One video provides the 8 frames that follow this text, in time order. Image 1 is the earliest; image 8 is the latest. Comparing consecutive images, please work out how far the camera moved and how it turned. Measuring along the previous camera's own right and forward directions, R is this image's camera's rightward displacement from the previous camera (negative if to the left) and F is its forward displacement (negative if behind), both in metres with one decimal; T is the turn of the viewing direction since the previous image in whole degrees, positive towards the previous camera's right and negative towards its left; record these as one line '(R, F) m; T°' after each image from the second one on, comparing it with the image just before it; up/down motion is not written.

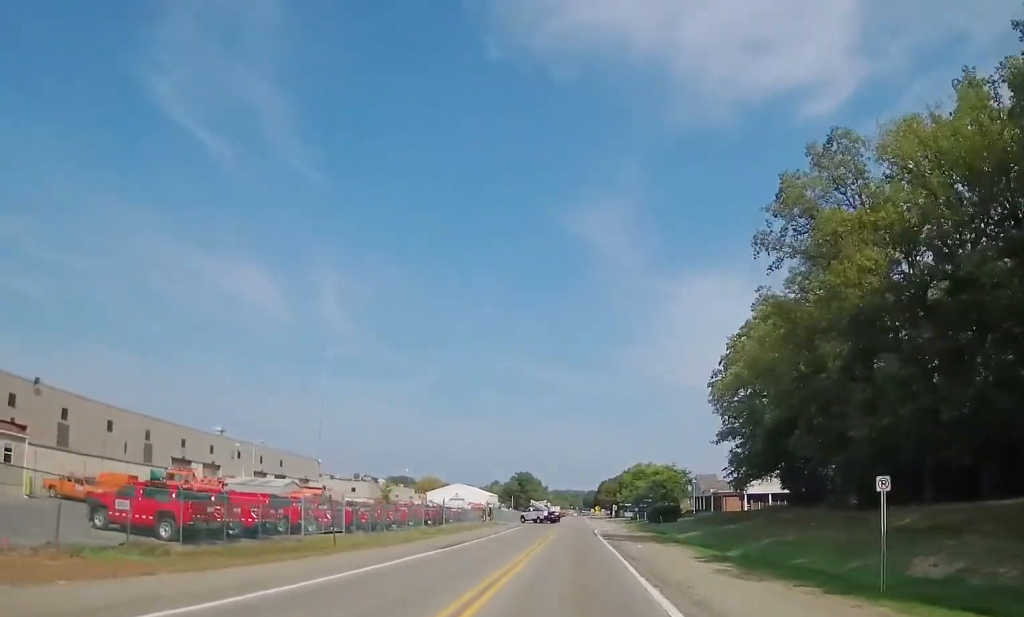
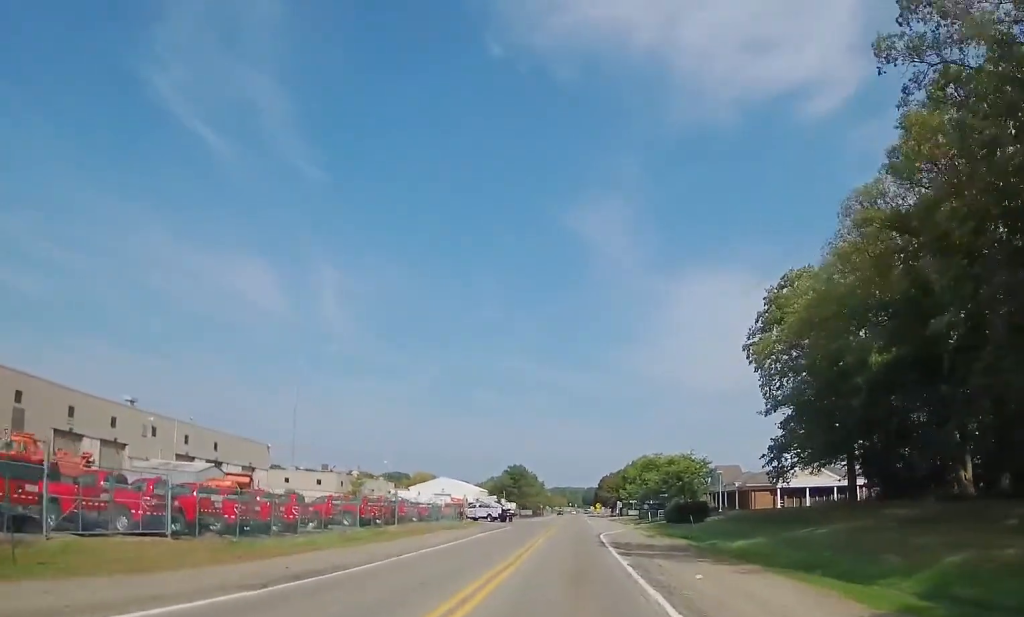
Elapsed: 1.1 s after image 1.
(+0.3, +17.3) m; 0°
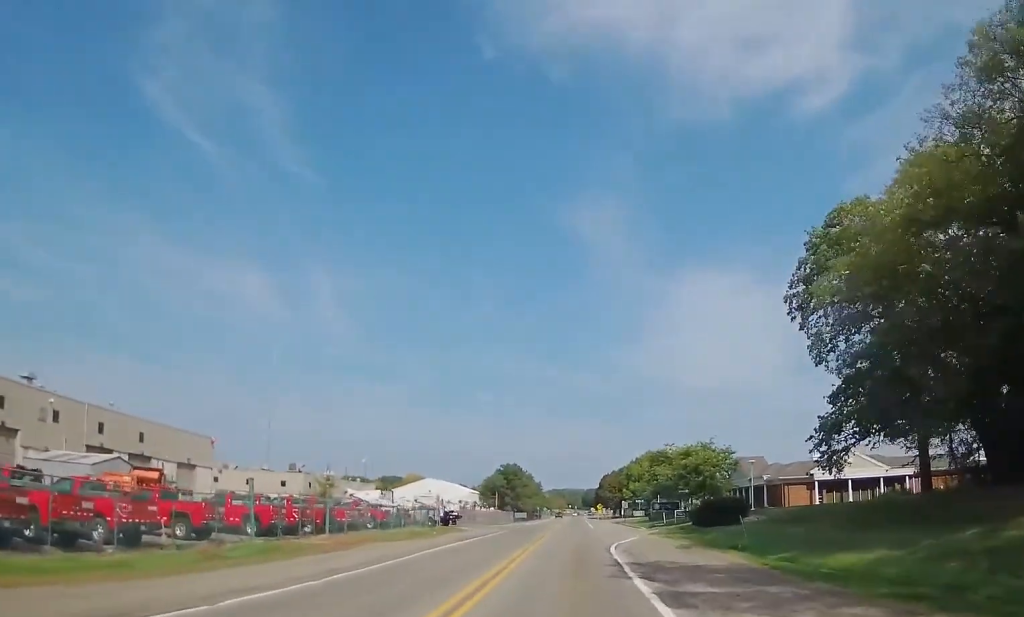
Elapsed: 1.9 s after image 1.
(-0.2, +13.9) m; 0°
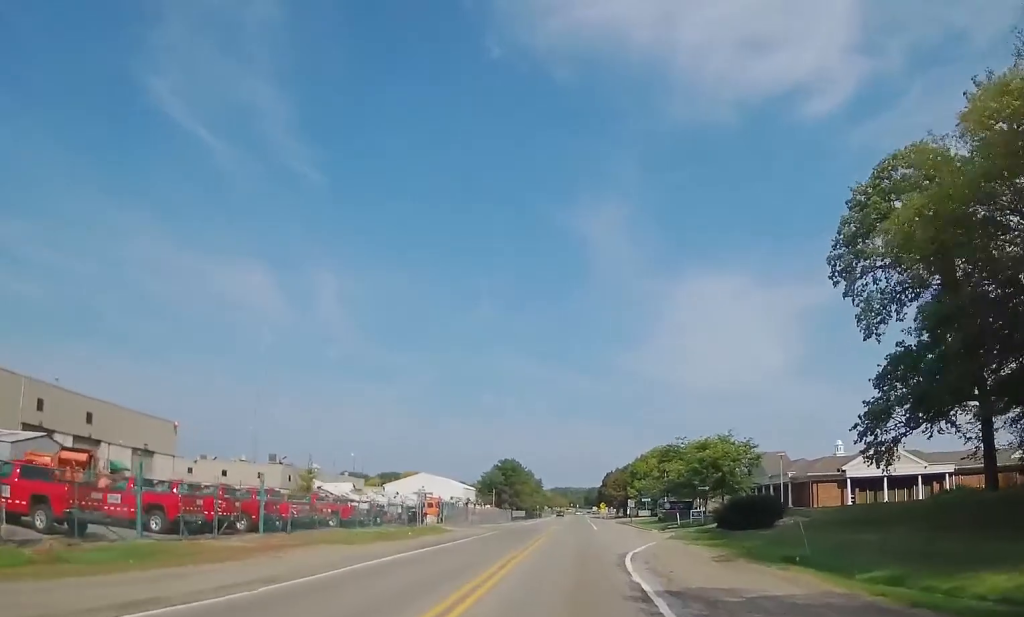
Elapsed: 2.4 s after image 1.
(-0.1, +8.1) m; 0°
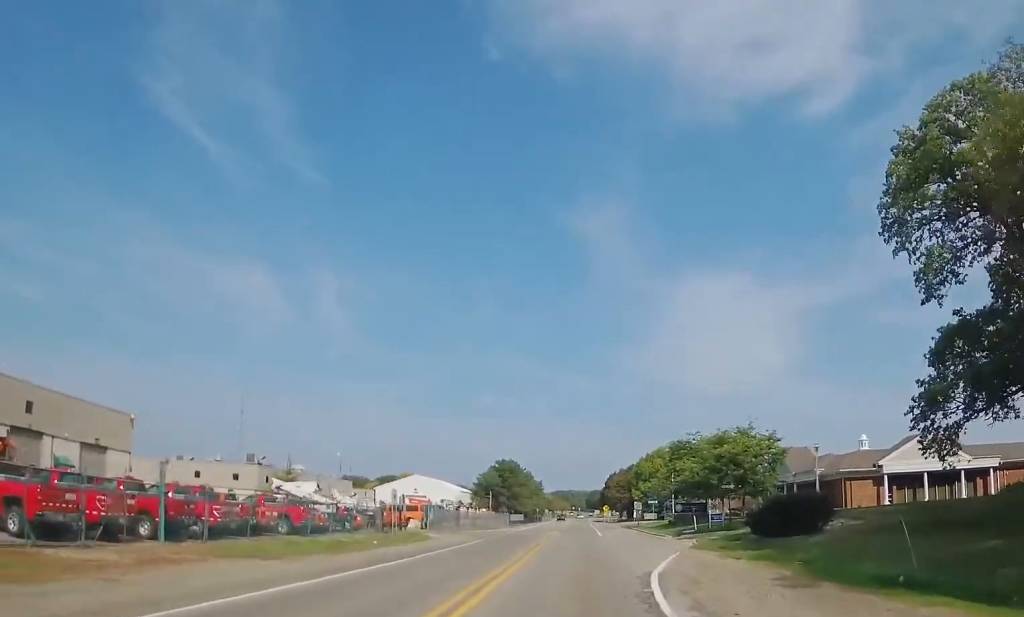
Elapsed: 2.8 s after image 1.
(+0.2, +7.6) m; 0°
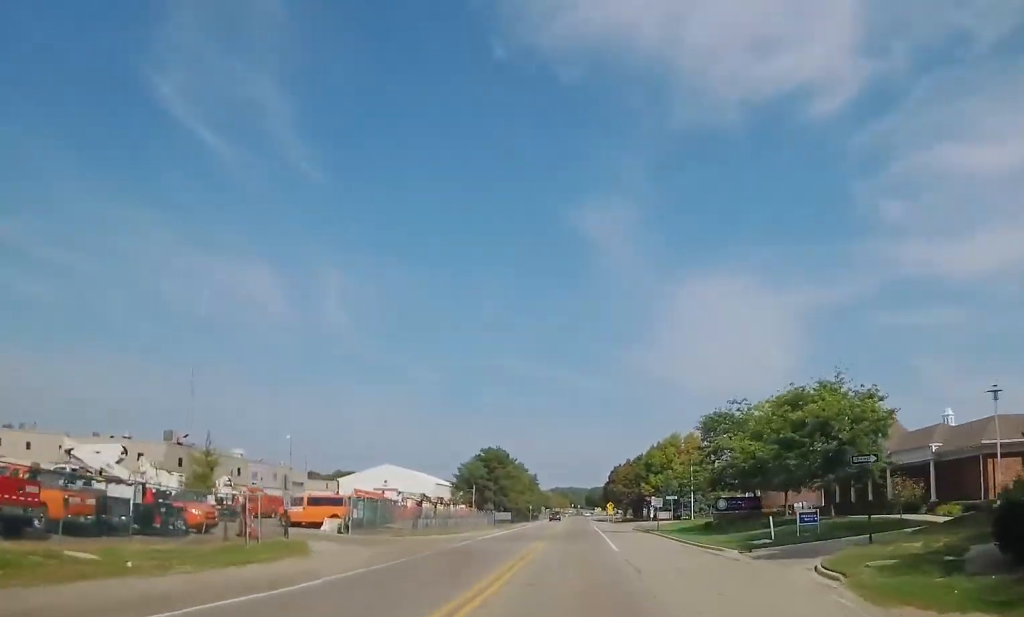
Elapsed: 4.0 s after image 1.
(-0.1, +20.3) m; -1°
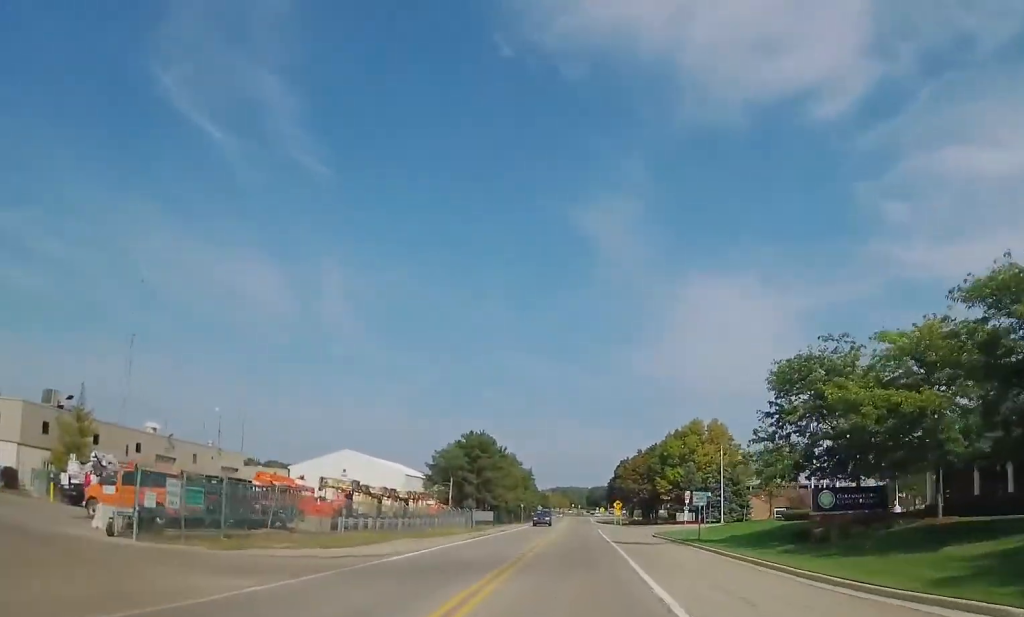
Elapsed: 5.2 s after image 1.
(-0.1, +20.1) m; +1°
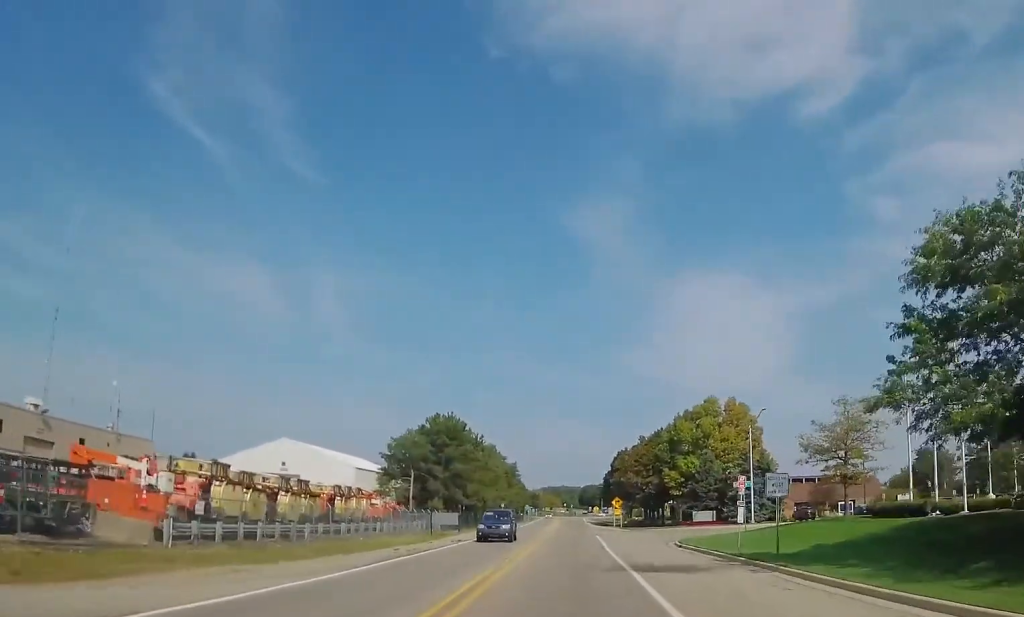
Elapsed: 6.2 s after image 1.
(+0.4, +17.1) m; +1°
